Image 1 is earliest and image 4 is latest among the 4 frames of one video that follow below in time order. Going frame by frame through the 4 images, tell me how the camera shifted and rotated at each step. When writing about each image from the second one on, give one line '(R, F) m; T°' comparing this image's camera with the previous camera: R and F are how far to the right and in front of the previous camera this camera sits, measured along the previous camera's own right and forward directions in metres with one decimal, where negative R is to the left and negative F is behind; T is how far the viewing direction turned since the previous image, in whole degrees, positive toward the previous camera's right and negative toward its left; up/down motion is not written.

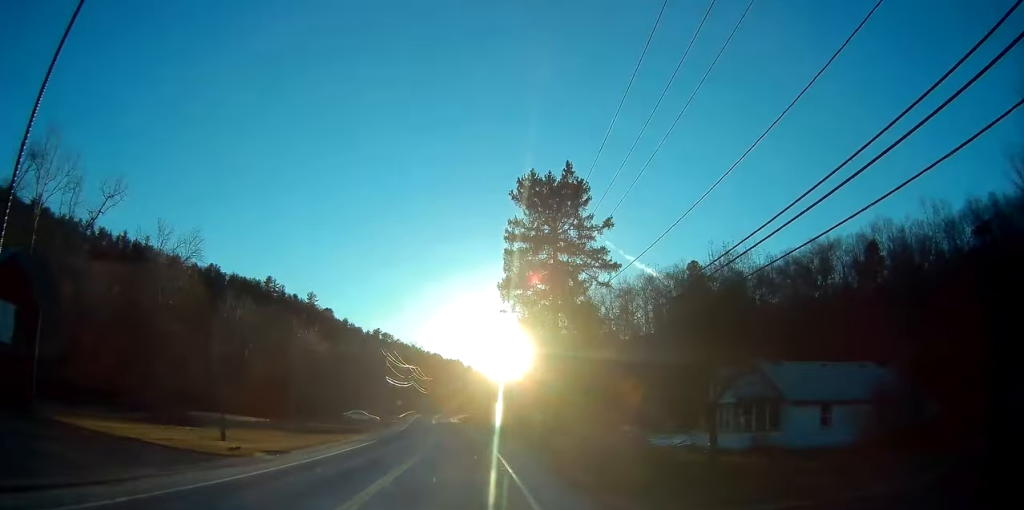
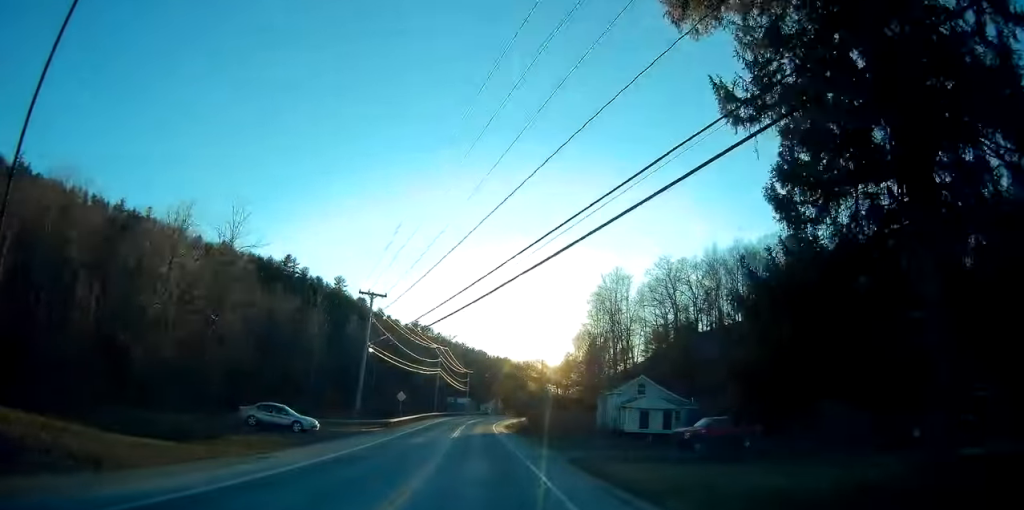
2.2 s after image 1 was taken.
(-1.9, +44.8) m; -4°
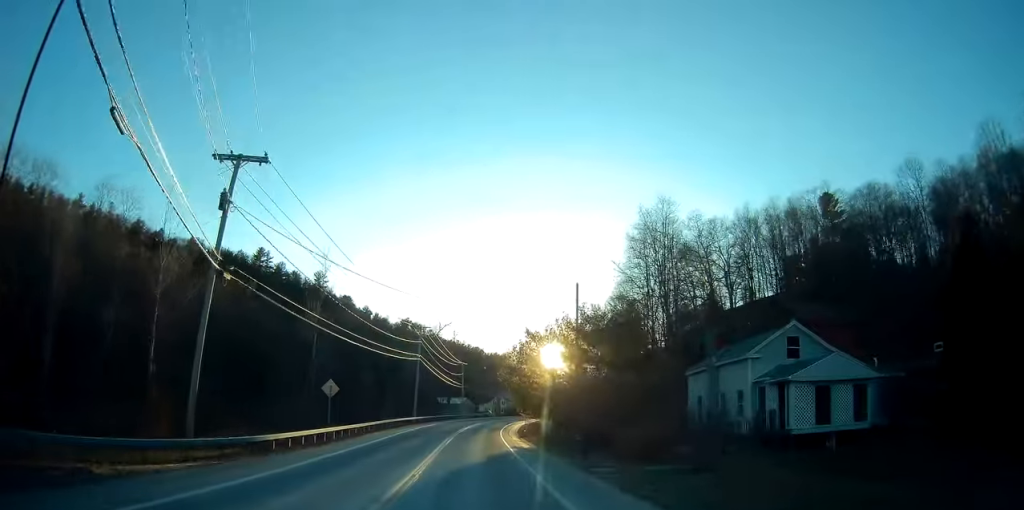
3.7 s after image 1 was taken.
(-0.1, +28.7) m; -1°
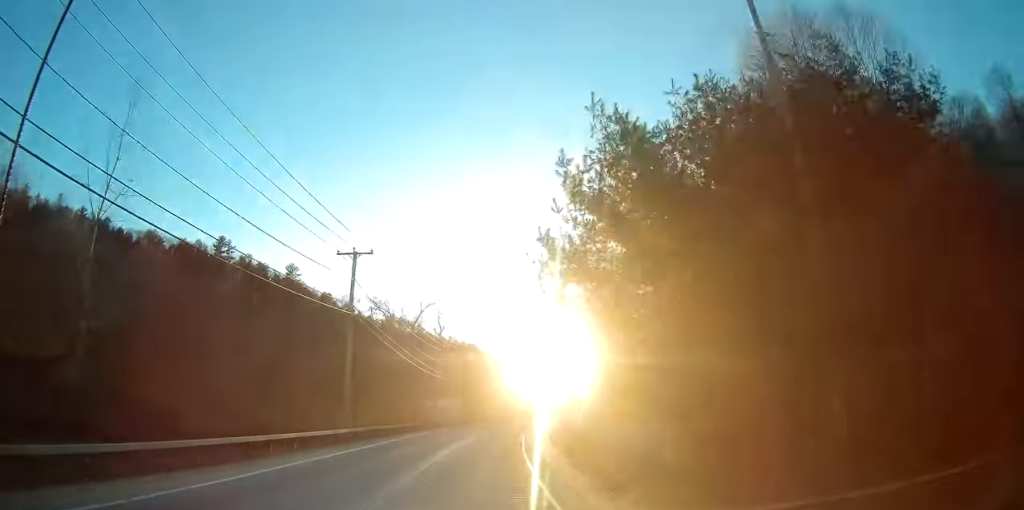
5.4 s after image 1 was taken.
(-0.1, +34.6) m; 0°
